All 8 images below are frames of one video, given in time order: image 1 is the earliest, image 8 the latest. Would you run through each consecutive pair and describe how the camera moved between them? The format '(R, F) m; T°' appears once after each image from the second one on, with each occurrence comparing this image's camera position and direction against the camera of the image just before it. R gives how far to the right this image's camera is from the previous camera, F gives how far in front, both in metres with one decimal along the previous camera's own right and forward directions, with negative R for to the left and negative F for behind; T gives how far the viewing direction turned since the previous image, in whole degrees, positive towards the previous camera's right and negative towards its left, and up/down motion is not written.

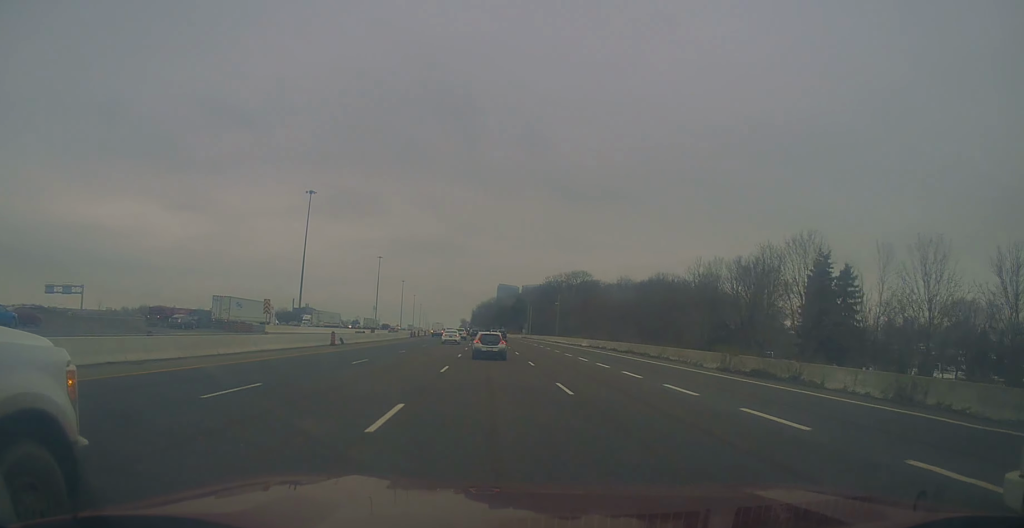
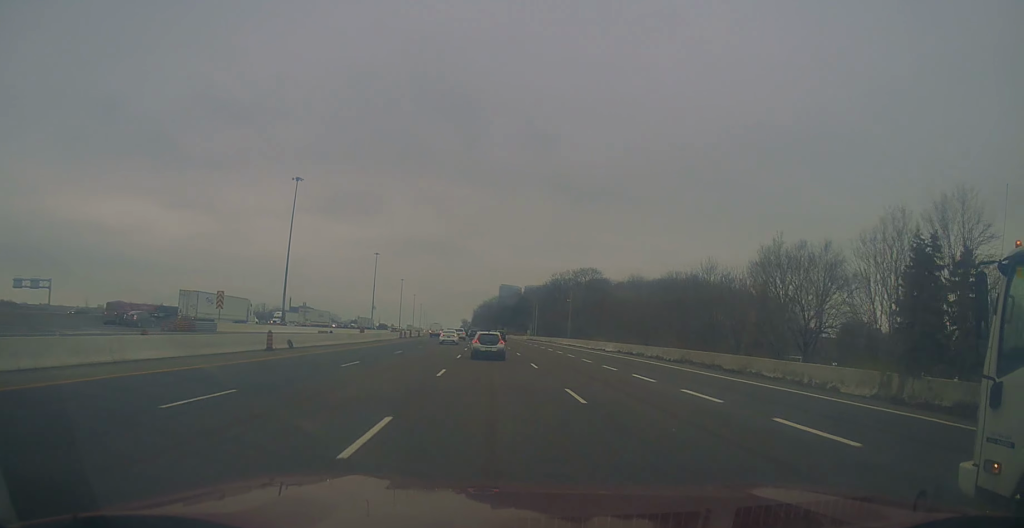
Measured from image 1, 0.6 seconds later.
(0.0, +13.9) m; 0°
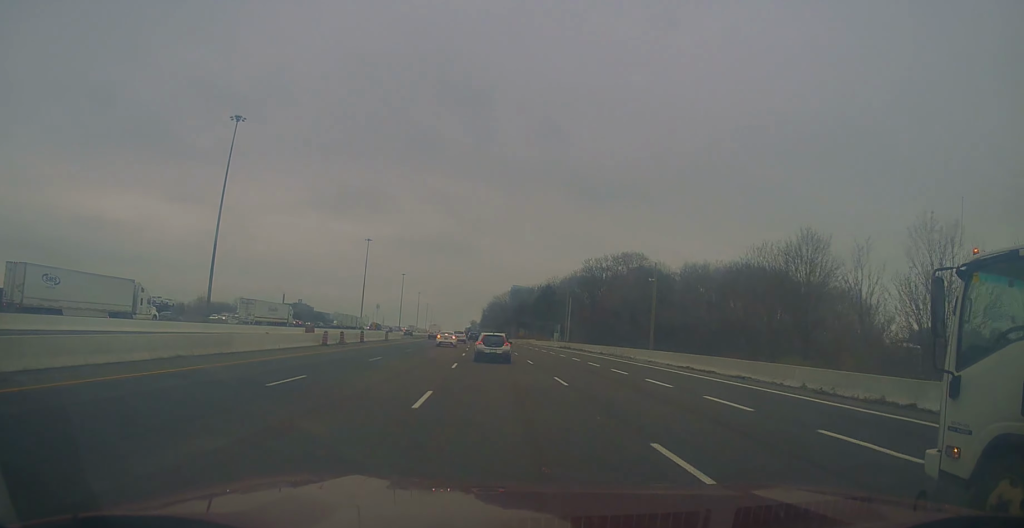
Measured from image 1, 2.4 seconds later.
(+0.7, +44.6) m; +1°
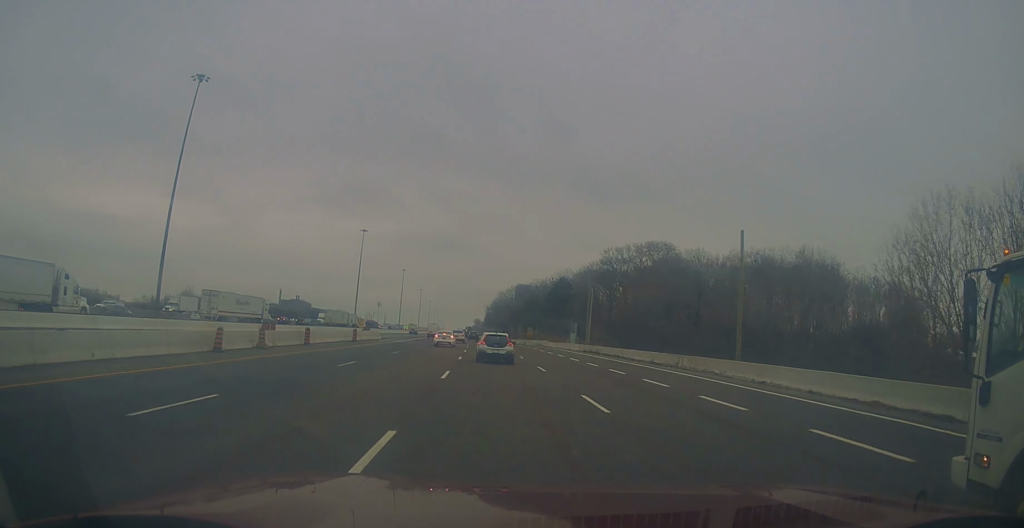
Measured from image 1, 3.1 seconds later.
(-0.1, +18.2) m; -1°
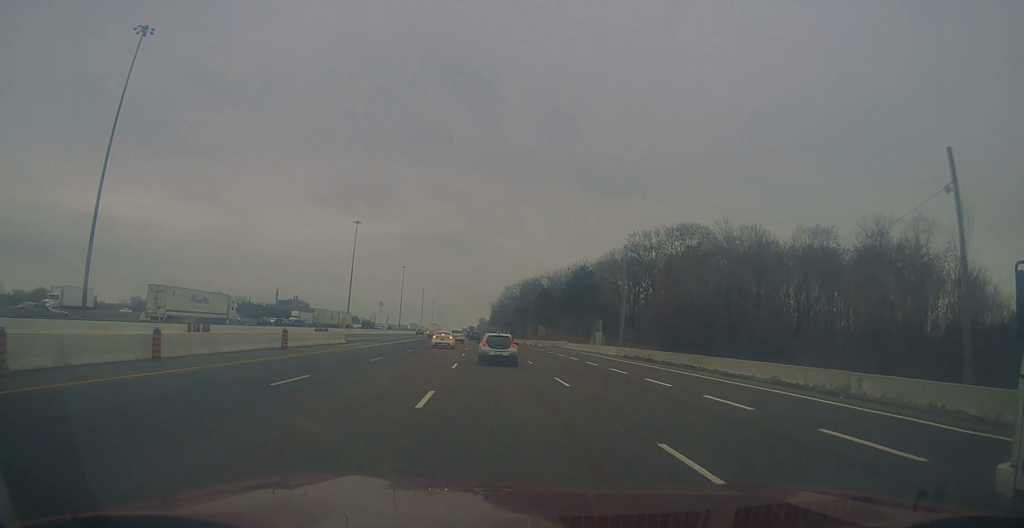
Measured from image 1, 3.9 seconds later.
(-0.2, +18.9) m; -2°
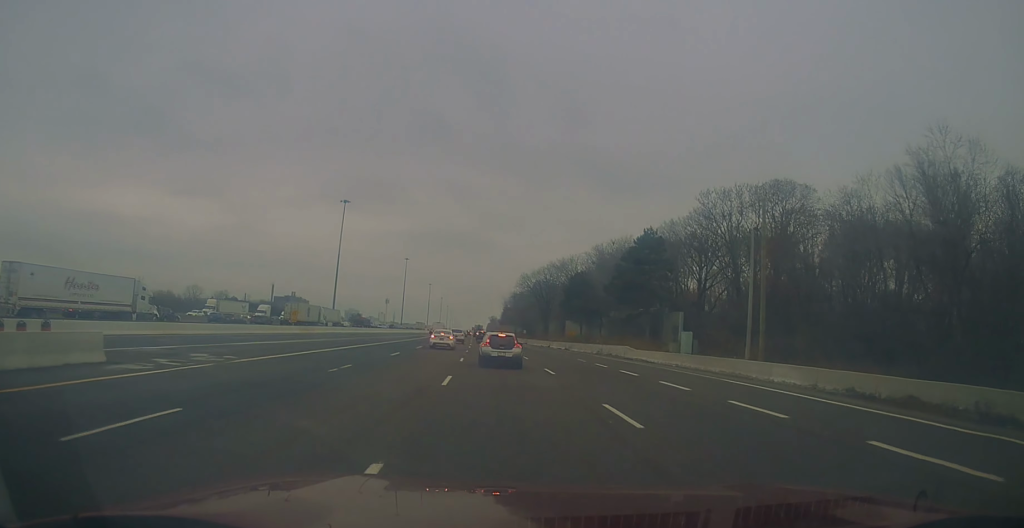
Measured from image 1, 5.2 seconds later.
(-0.6, +32.5) m; -1°
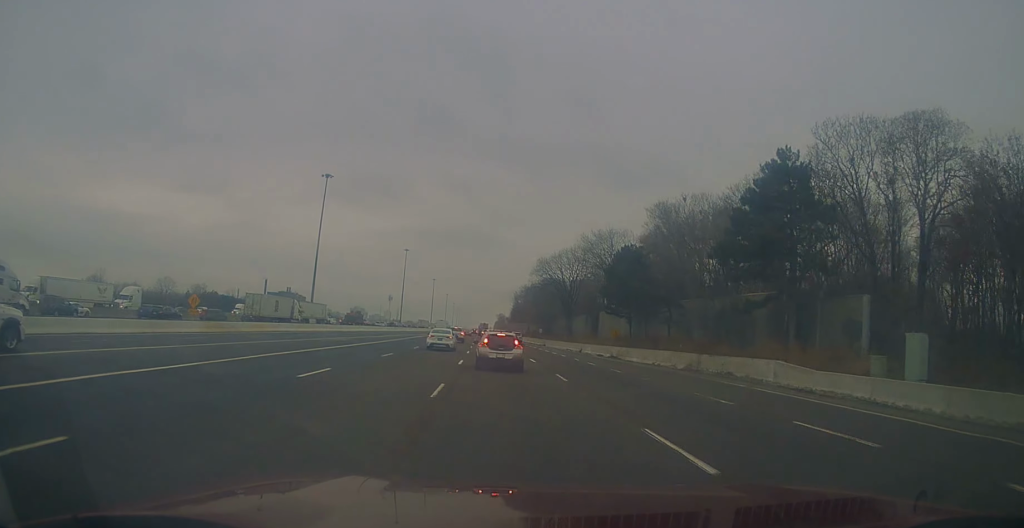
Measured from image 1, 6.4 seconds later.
(+0.3, +27.9) m; -1°
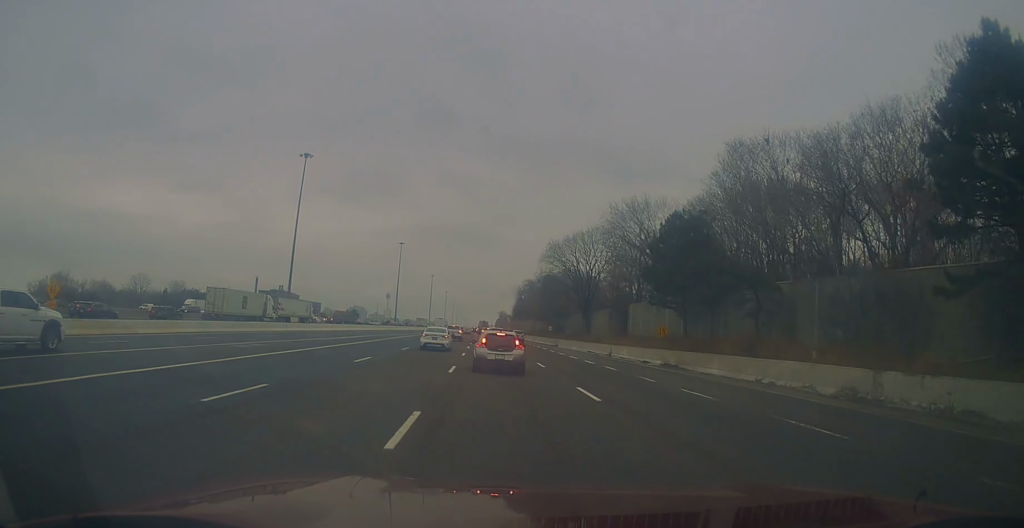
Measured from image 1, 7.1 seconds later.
(-0.5, +17.9) m; -1°
